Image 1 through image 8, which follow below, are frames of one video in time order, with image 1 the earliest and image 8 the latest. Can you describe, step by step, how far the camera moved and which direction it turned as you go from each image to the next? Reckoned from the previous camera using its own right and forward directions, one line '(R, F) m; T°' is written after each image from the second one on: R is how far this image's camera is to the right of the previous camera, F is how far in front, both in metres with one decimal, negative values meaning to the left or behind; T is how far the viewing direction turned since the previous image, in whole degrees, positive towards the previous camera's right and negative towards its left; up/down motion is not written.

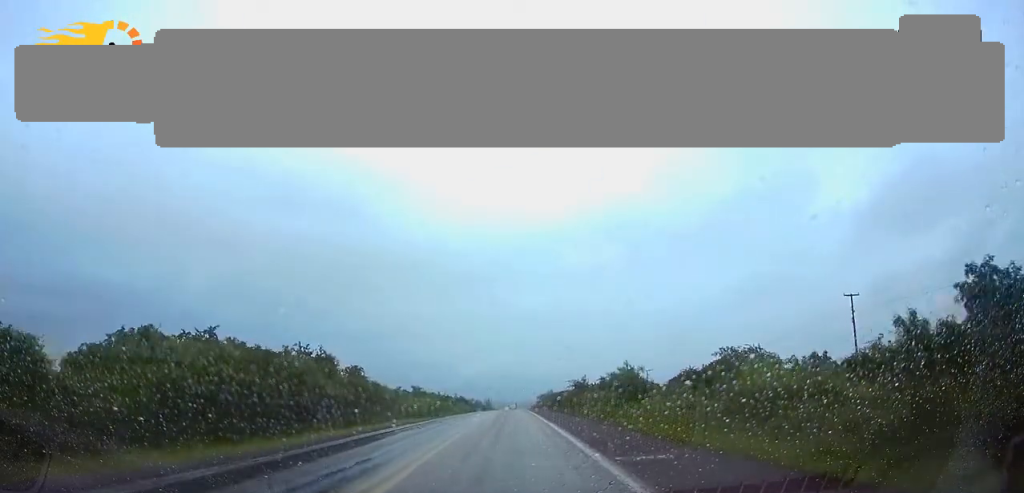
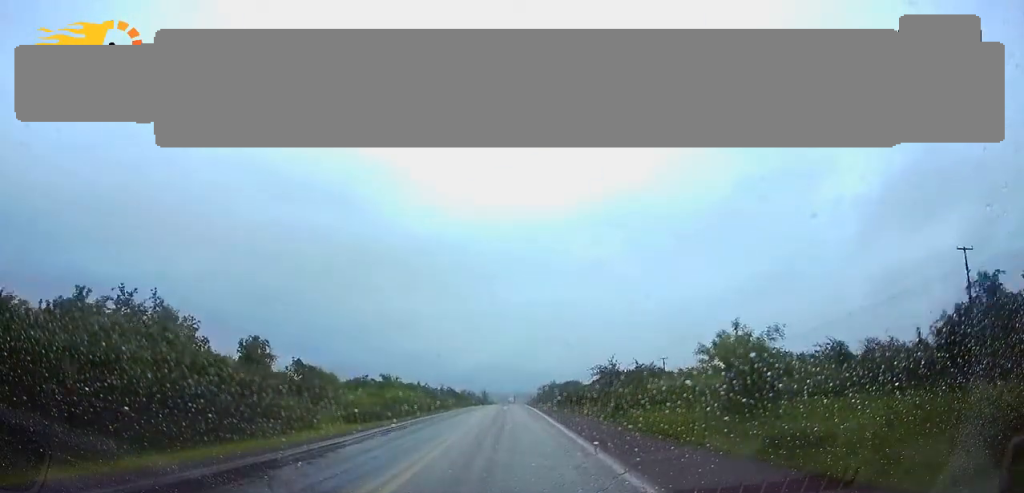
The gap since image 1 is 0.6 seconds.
(+0.1, +20.8) m; 0°
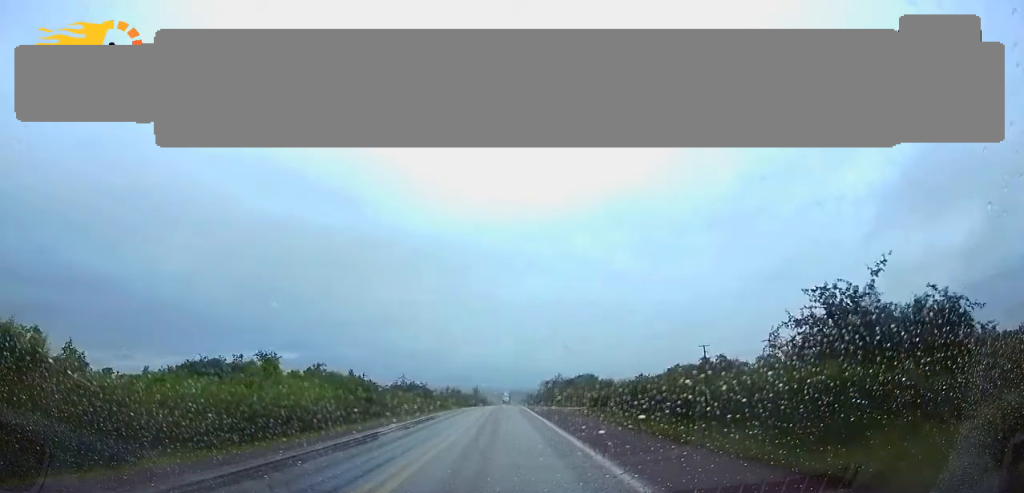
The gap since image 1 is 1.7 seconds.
(0.0, +34.9) m; 0°
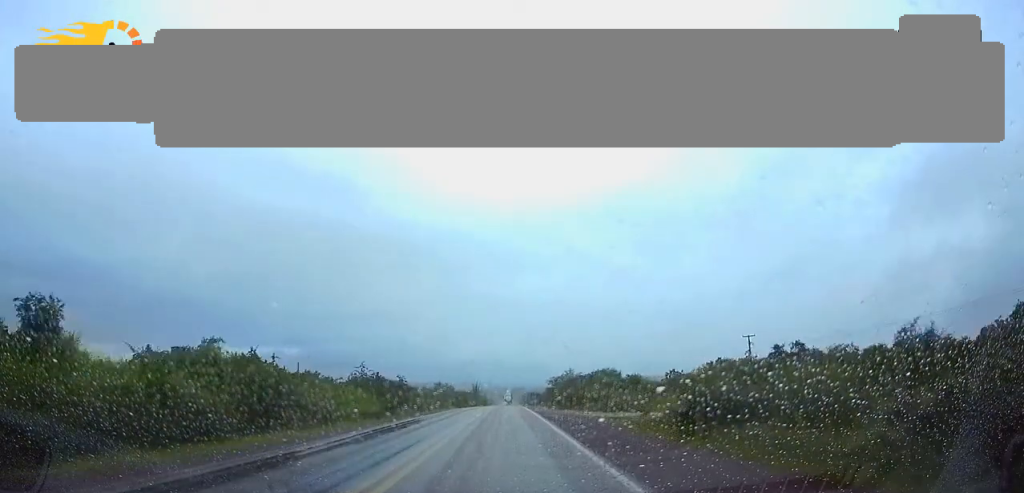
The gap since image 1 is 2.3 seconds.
(0.0, +20.9) m; 0°
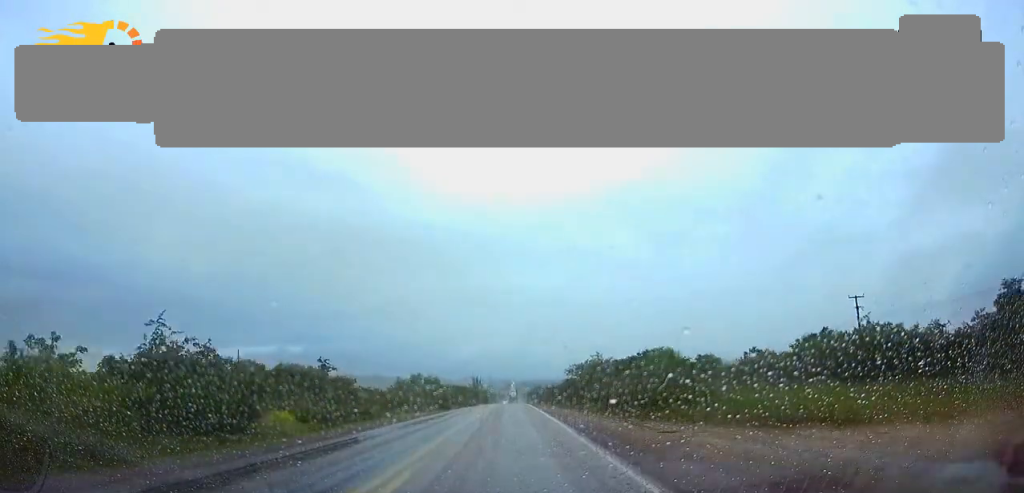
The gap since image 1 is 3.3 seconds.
(0.0, +30.8) m; 0°
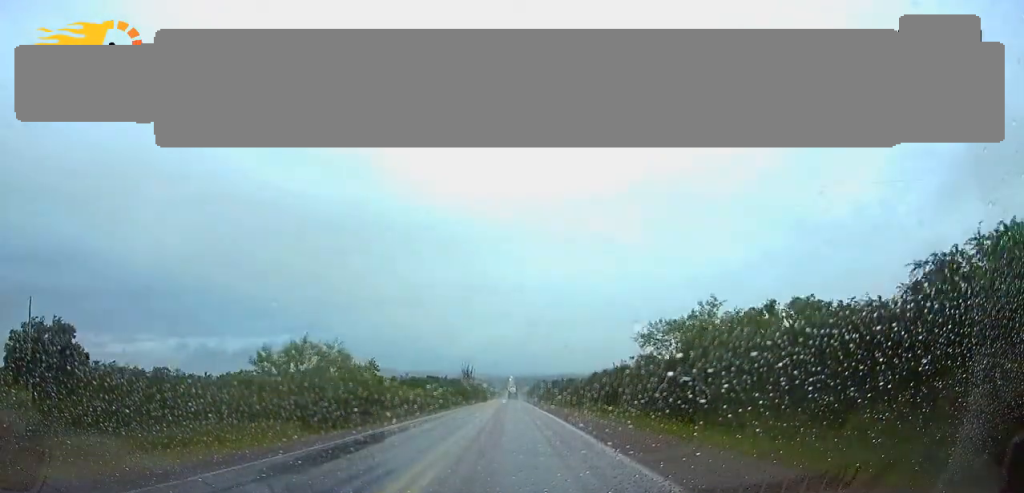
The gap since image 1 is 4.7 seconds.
(-0.1, +48.4) m; 0°
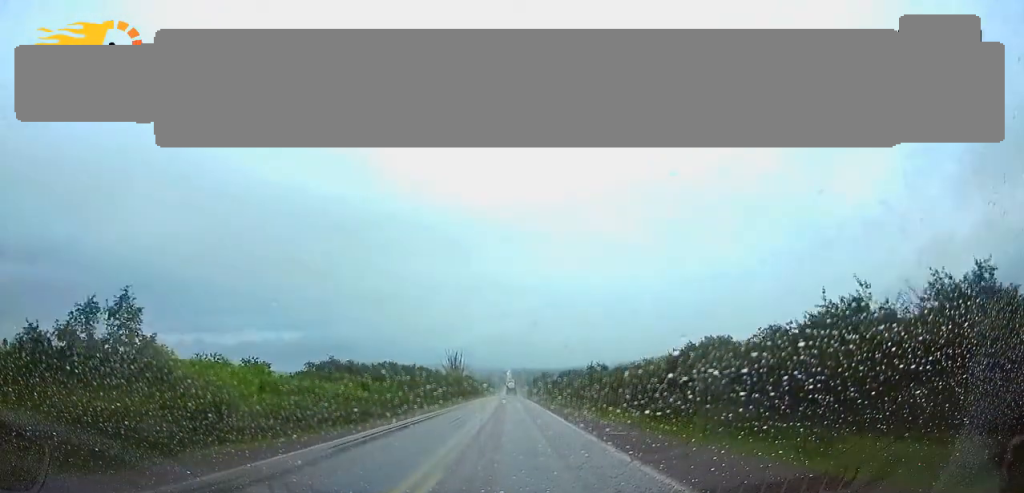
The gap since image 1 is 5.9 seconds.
(+0.1, +37.5) m; 0°
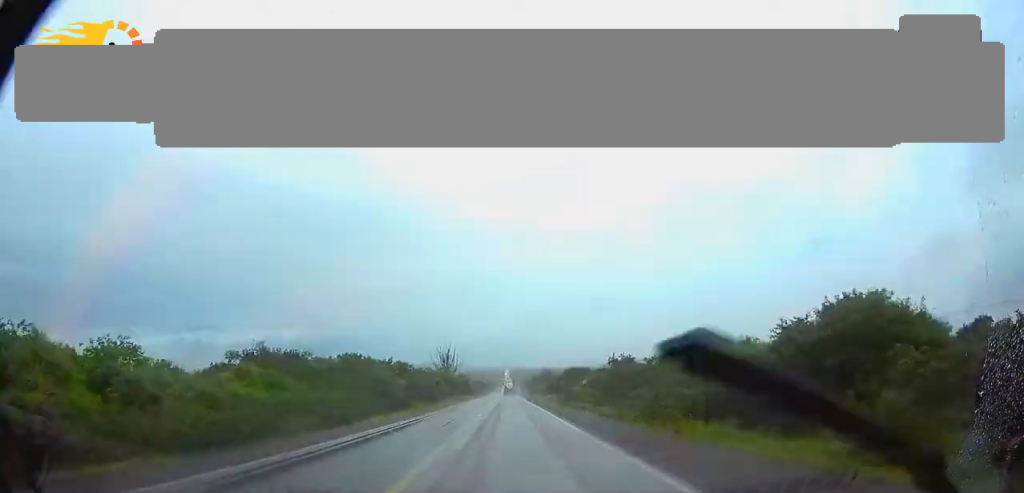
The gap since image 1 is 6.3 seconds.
(0.0, +15.4) m; 0°
